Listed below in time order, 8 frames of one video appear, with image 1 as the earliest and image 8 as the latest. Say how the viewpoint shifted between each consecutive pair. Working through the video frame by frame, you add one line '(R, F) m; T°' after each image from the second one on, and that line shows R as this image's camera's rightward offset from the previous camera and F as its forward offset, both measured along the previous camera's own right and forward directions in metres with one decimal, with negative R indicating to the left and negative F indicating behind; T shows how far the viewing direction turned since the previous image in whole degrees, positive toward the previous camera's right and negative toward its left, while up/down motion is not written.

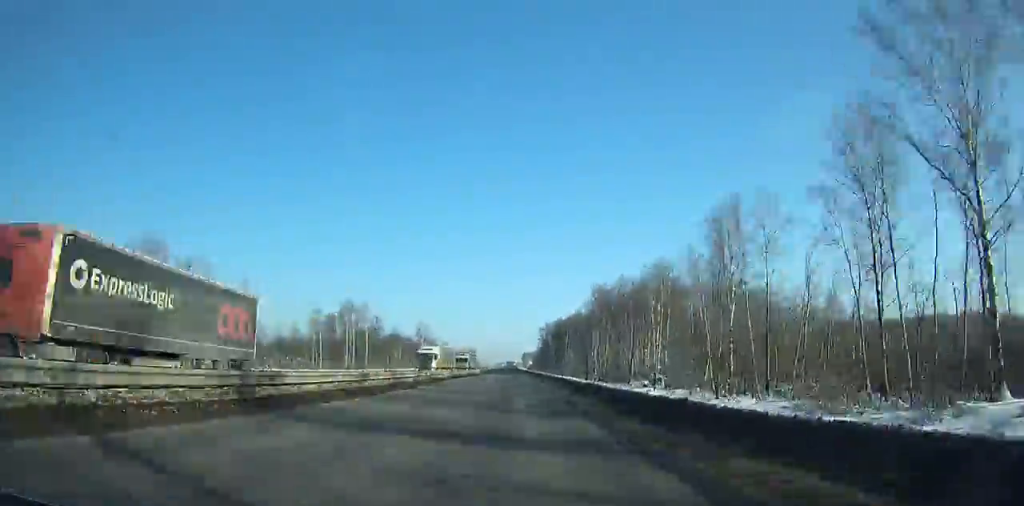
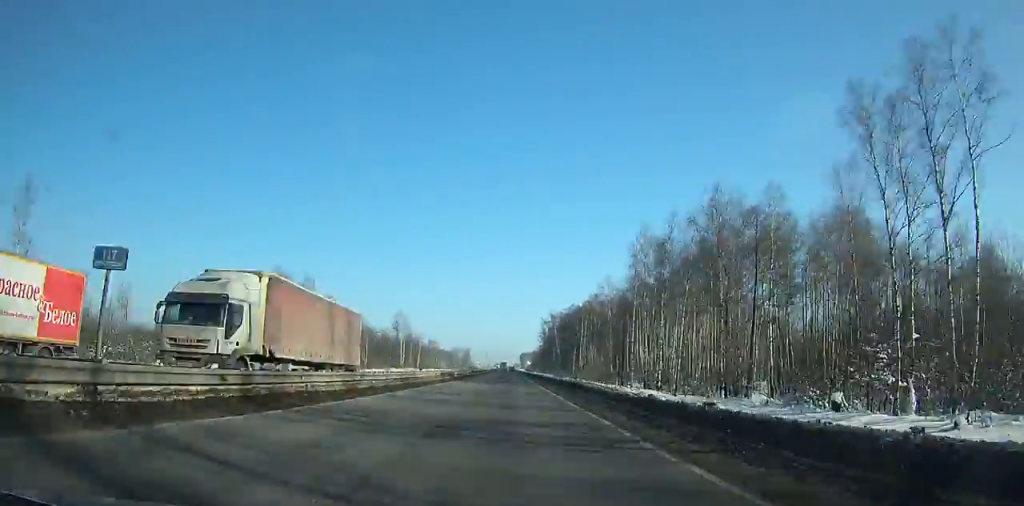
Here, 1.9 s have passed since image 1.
(+0.4, +46.4) m; 0°
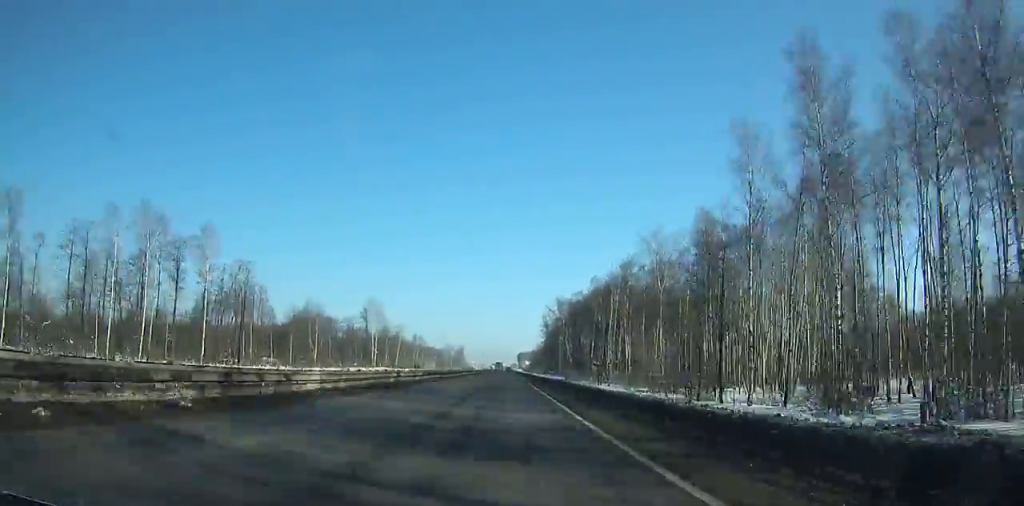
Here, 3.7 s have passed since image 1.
(+0.4, +41.9) m; -1°
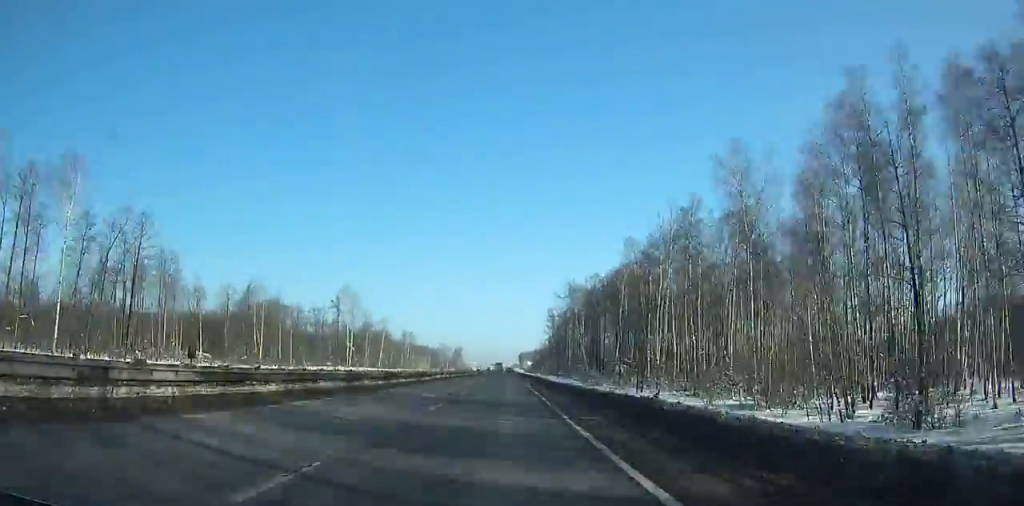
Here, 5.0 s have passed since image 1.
(0.0, +29.8) m; -1°
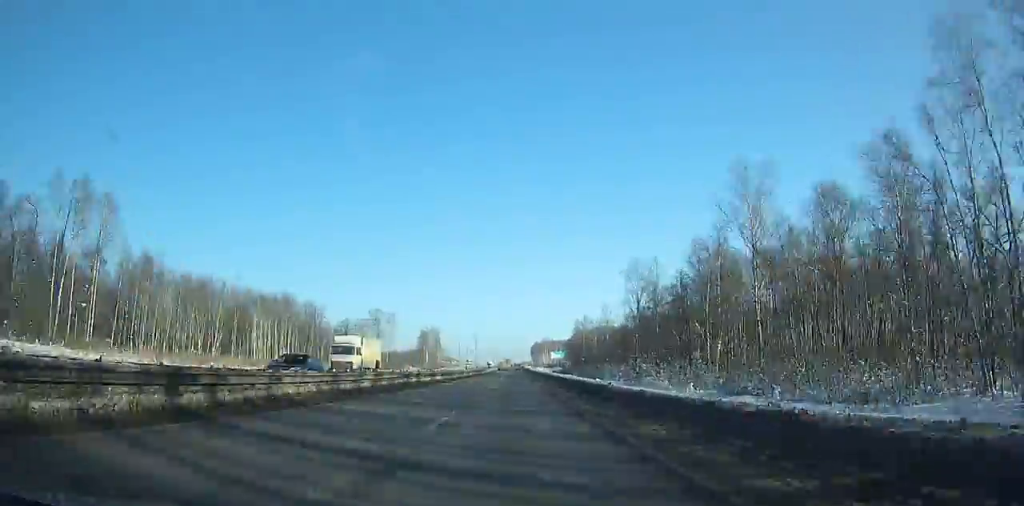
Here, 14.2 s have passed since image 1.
(+6.5, +228.3) m; +3°
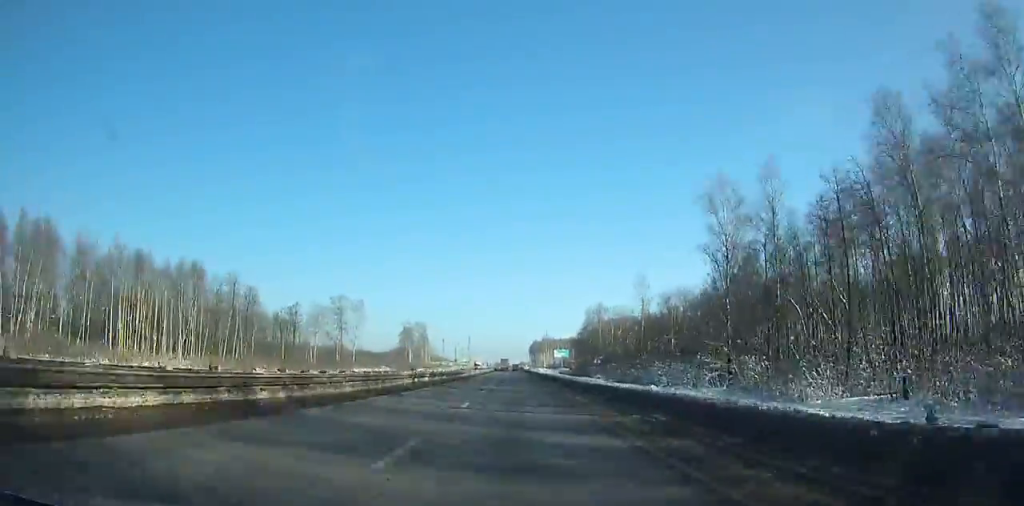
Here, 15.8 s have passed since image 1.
(-0.7, +43.9) m; -1°
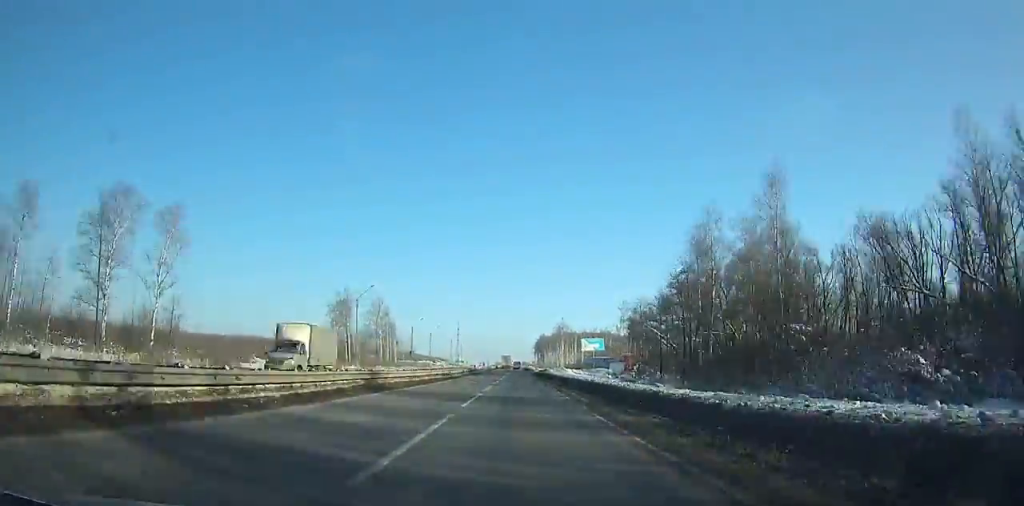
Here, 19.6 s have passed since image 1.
(-1.1, +101.7) m; -1°
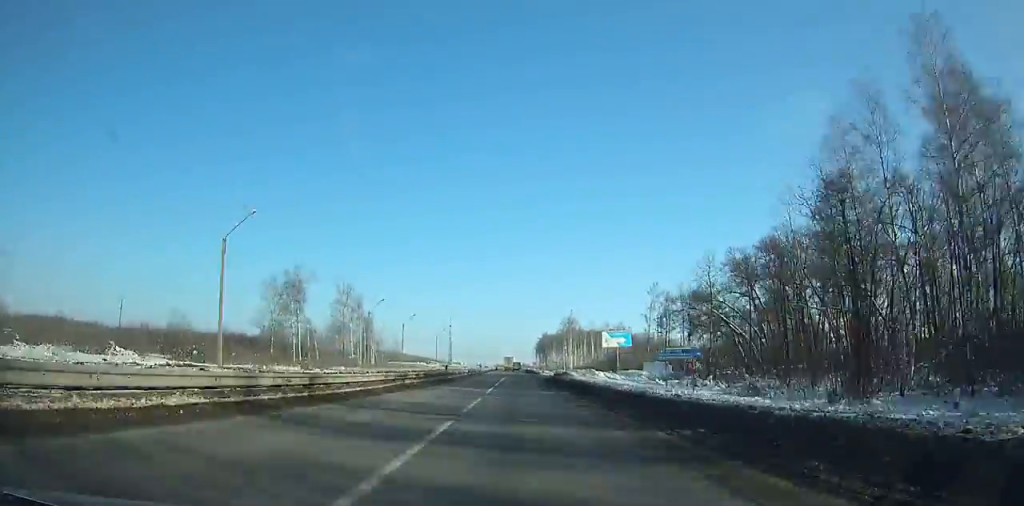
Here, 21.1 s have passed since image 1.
(+0.1, +37.7) m; 0°
